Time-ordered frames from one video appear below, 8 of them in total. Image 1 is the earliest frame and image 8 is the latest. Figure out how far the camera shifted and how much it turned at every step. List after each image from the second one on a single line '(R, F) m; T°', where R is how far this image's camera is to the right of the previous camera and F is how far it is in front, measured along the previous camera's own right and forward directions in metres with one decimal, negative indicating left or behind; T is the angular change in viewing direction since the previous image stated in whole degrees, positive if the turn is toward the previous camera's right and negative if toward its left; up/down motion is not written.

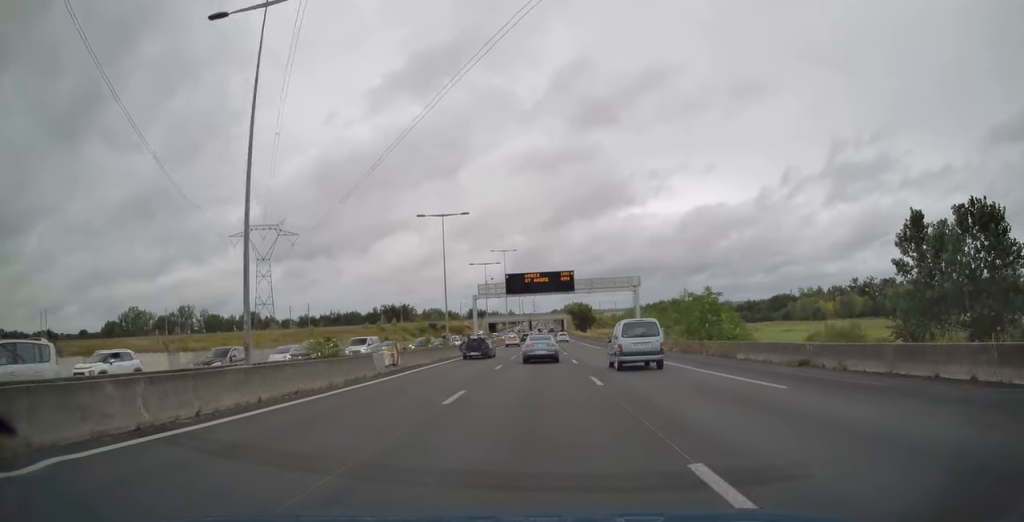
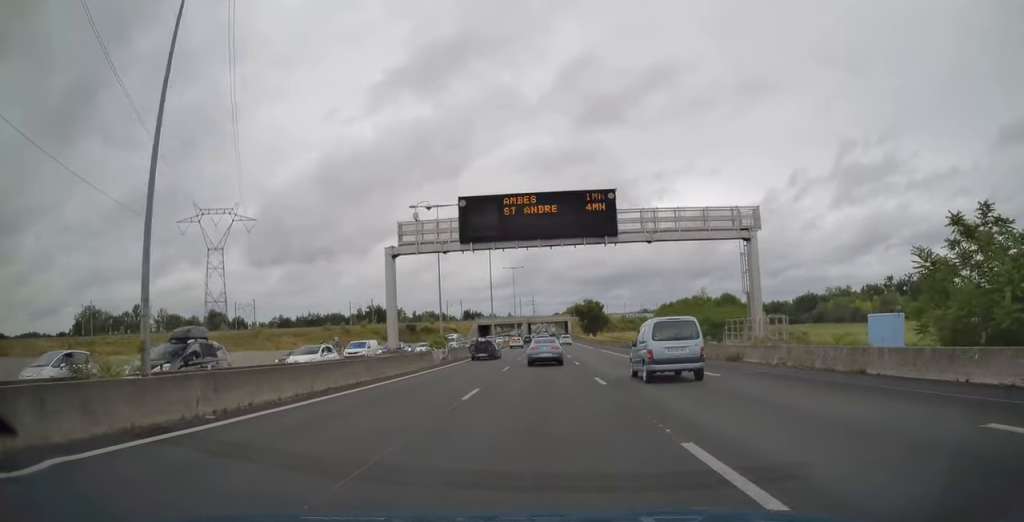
(0.0, +38.1) m; 0°
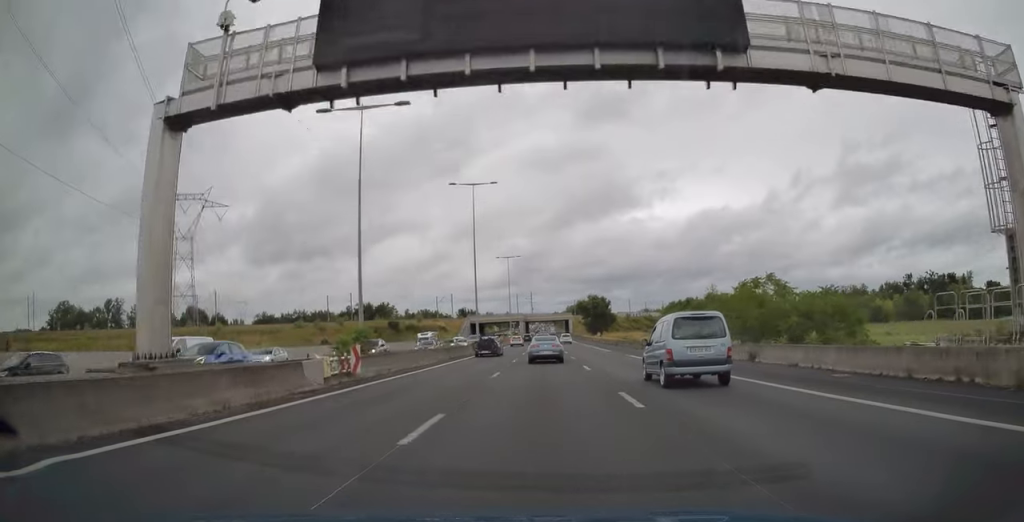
(0.0, +19.5) m; 0°
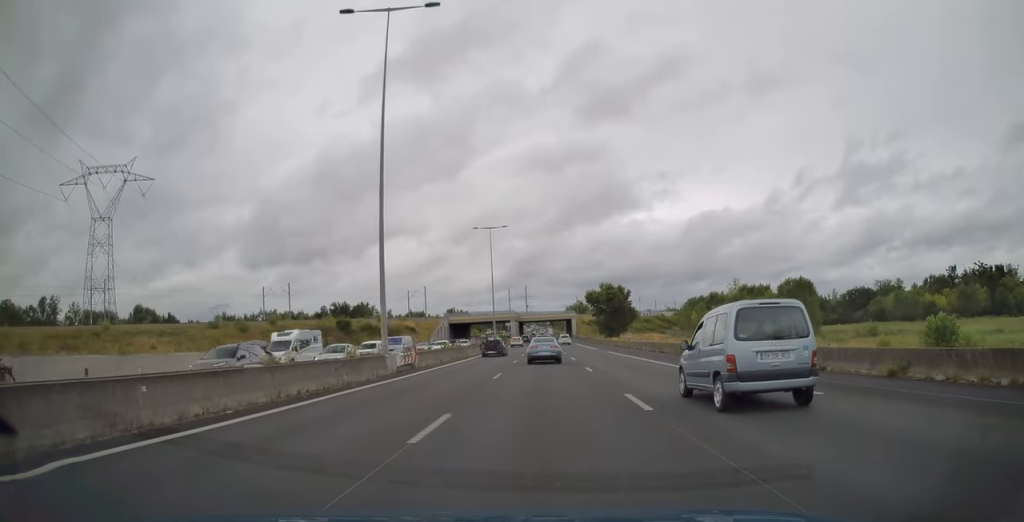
(+0.1, +39.3) m; 0°
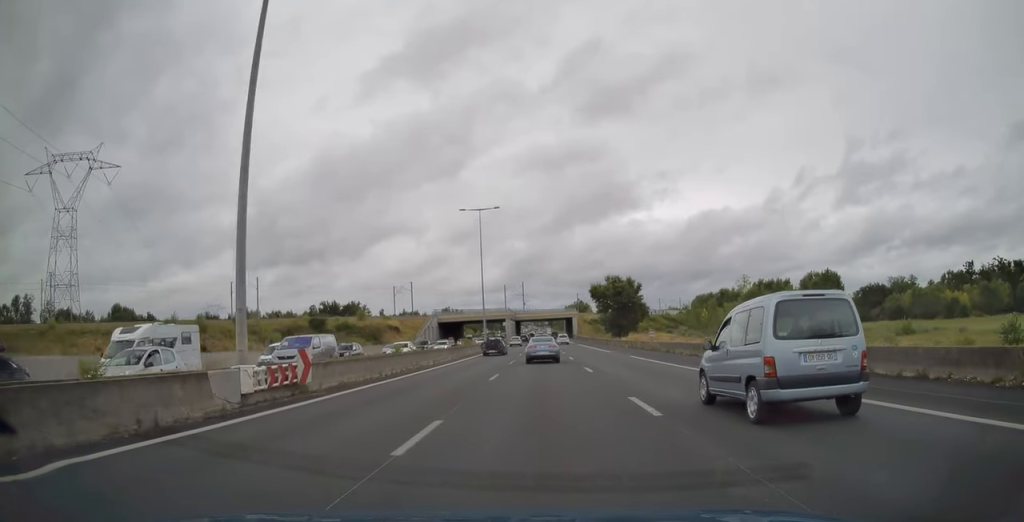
(0.0, +14.1) m; 0°
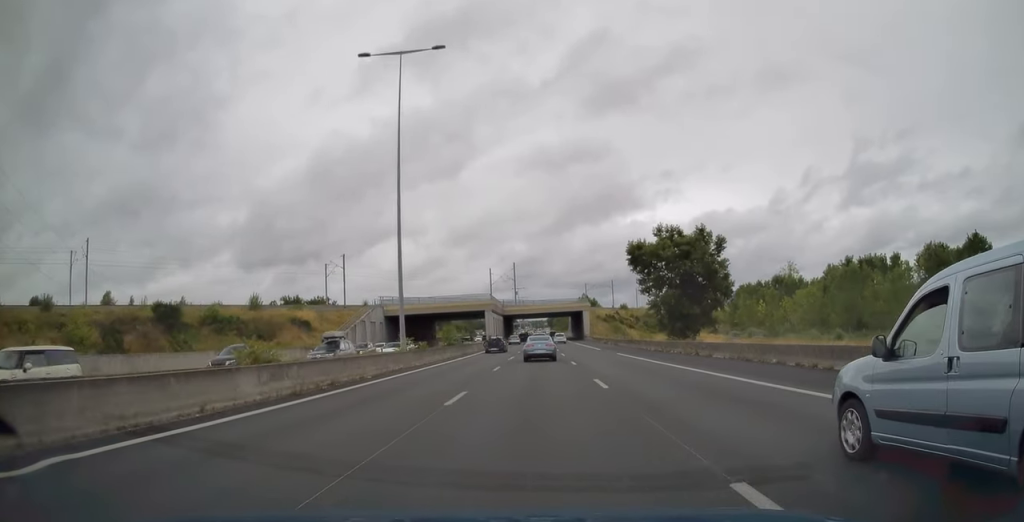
(+0.1, +47.5) m; 0°
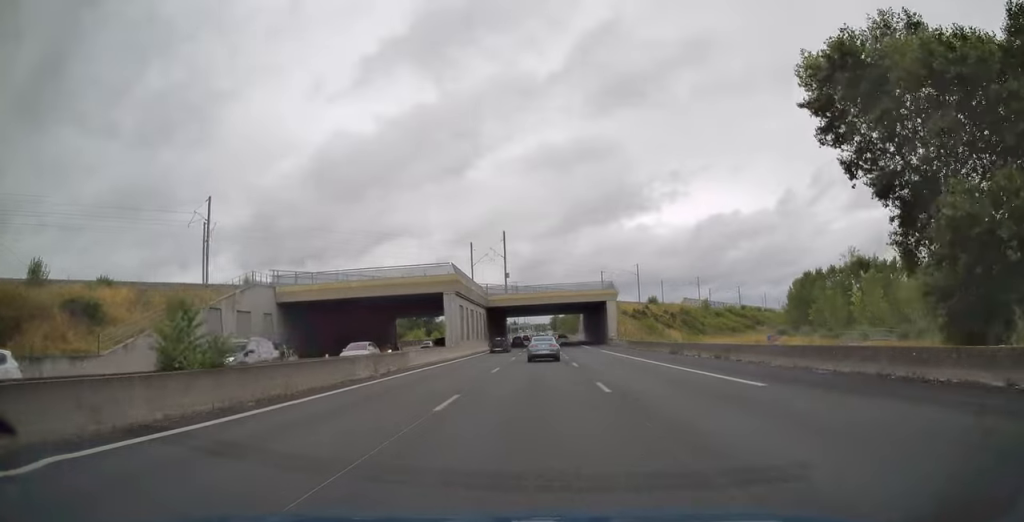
(0.0, +40.5) m; 0°
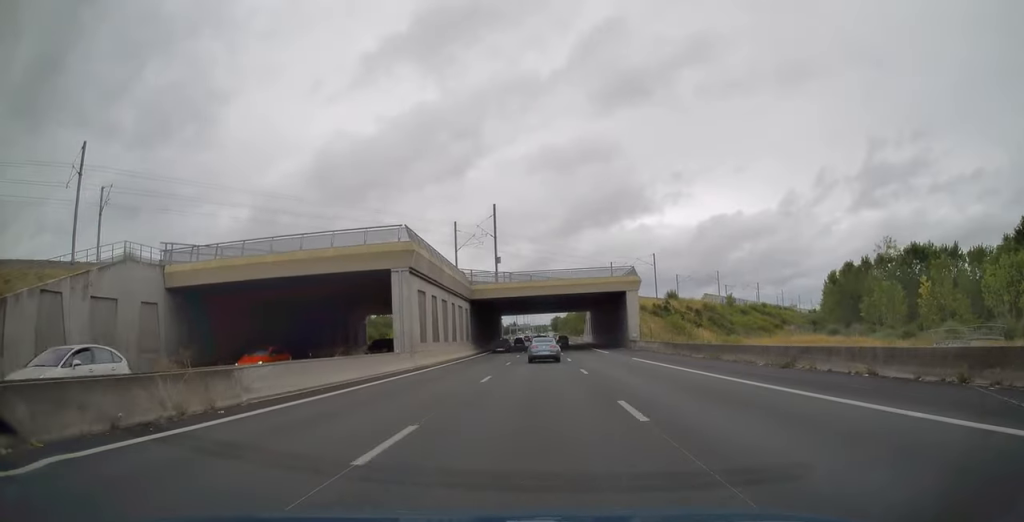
(0.0, +18.3) m; 0°
